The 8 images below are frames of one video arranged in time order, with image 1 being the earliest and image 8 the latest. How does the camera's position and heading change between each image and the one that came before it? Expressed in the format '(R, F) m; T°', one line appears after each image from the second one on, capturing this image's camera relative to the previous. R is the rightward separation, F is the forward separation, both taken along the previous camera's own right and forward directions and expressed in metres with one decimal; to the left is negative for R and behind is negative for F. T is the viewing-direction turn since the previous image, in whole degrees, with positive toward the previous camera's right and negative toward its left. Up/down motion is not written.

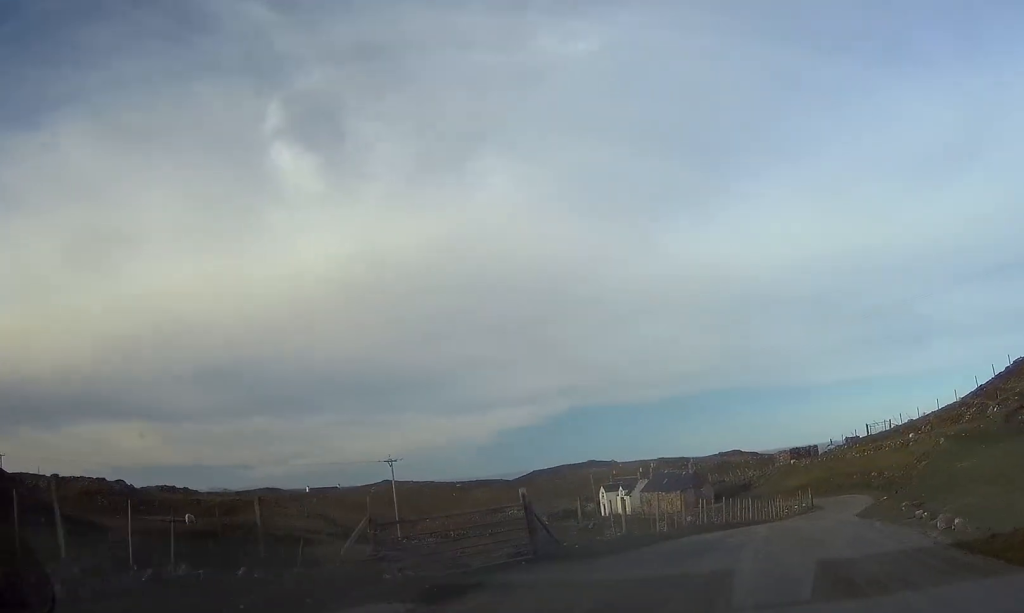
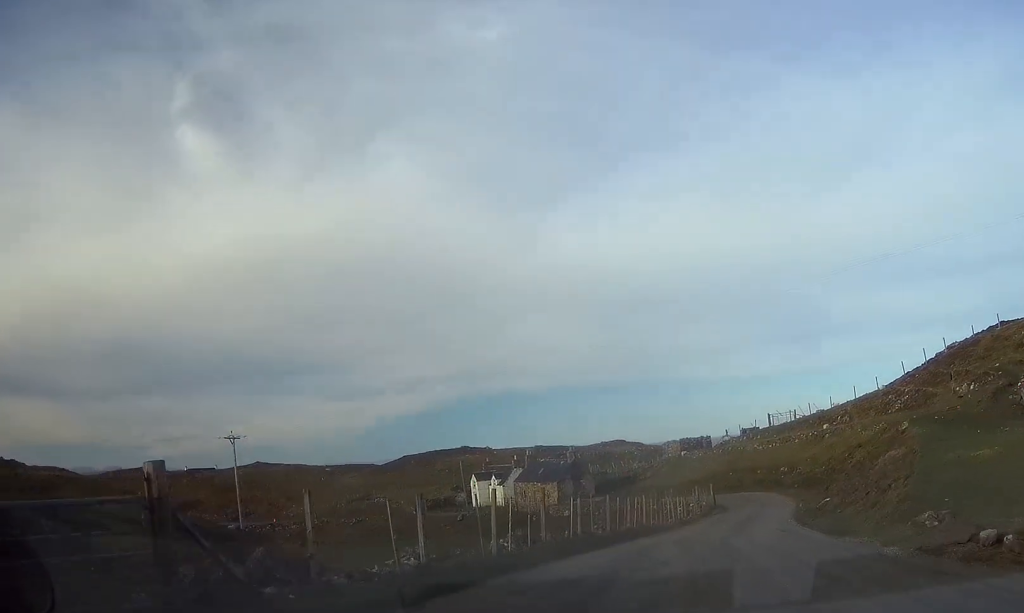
(+0.7, +10.3) m; +7°
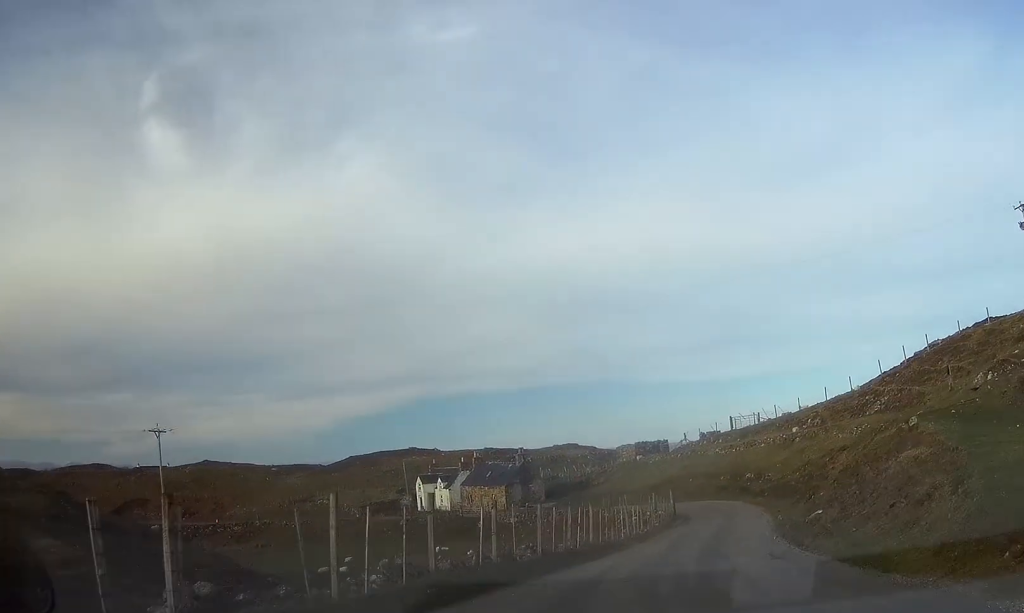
(+0.3, +5.8) m; +3°
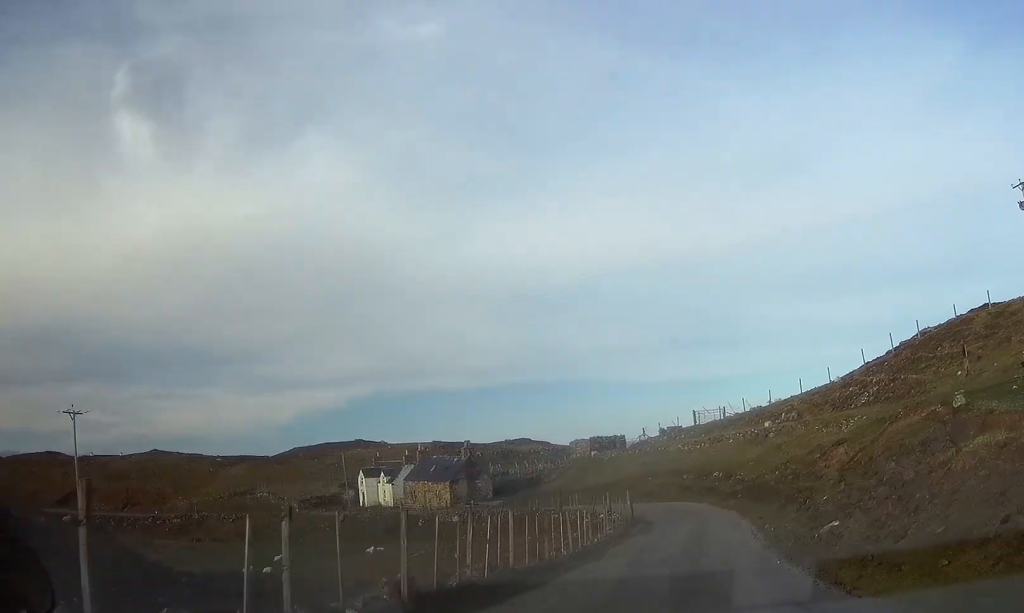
(+0.1, +6.6) m; +3°
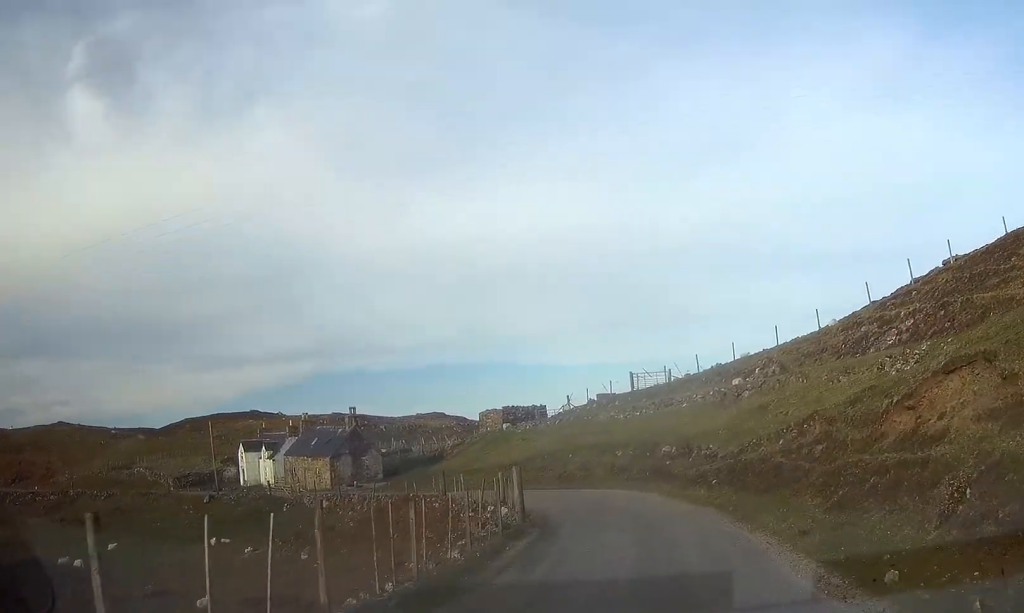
(+0.7, +16.6) m; +1°
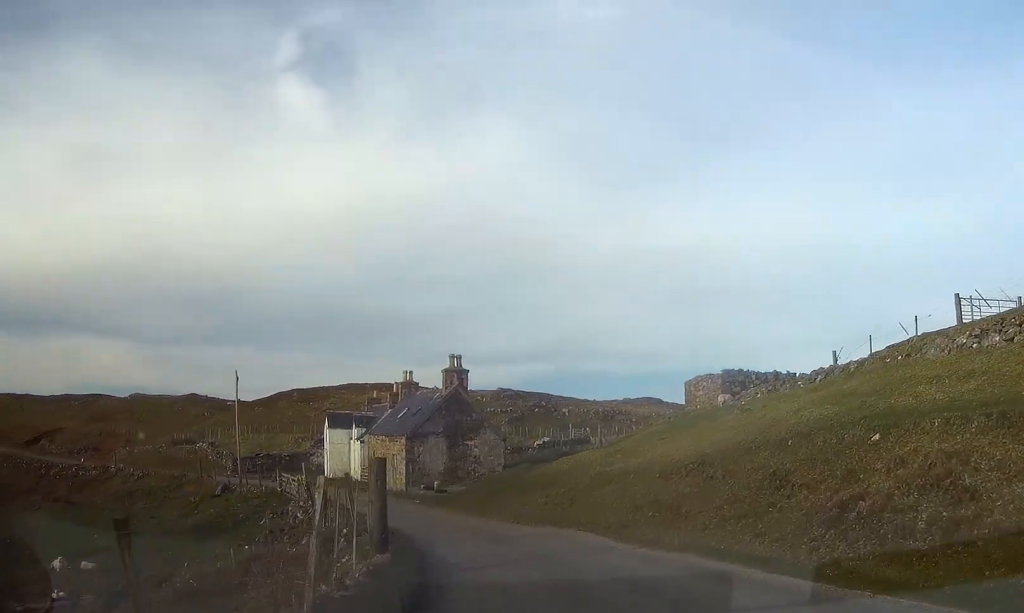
(-4.2, +30.7) m; -21°
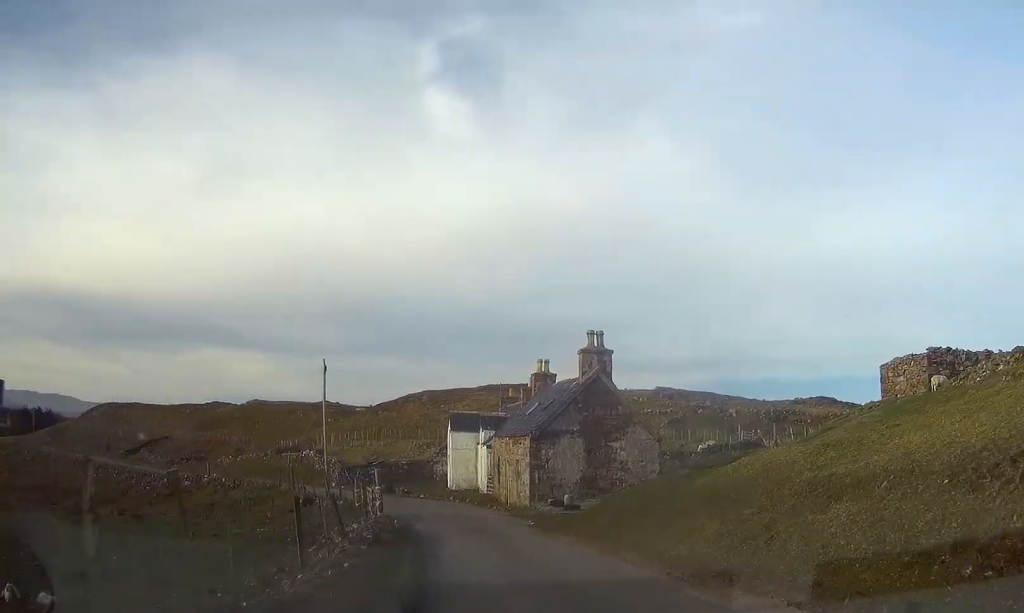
(-0.9, +9.2) m; -10°
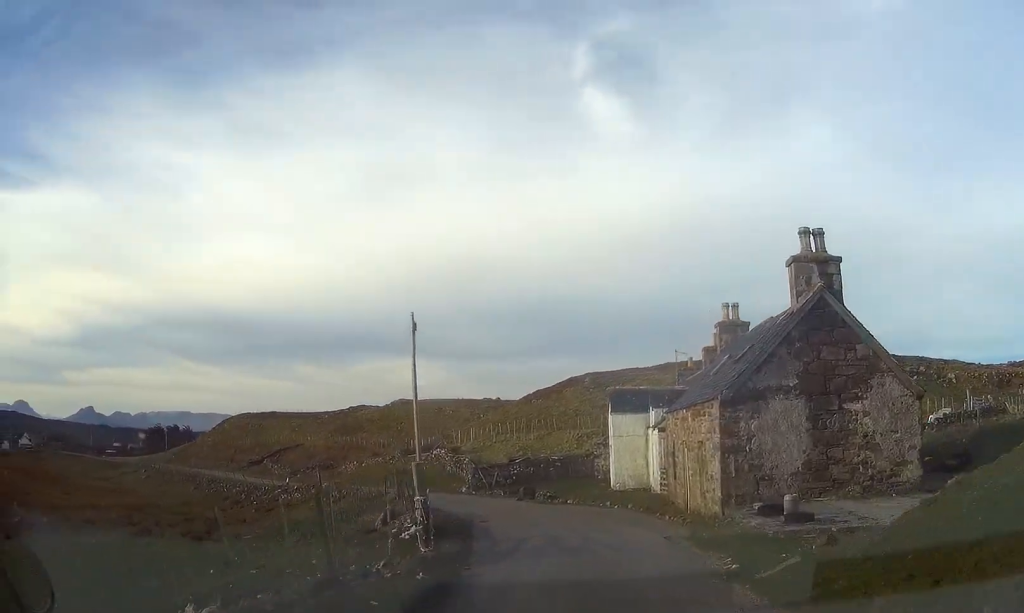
(-1.4, +12.3) m; -12°
